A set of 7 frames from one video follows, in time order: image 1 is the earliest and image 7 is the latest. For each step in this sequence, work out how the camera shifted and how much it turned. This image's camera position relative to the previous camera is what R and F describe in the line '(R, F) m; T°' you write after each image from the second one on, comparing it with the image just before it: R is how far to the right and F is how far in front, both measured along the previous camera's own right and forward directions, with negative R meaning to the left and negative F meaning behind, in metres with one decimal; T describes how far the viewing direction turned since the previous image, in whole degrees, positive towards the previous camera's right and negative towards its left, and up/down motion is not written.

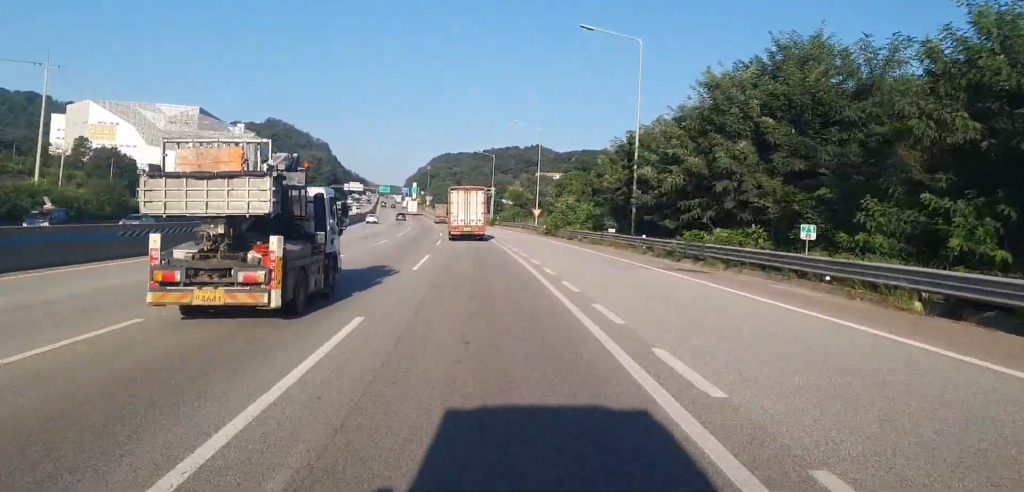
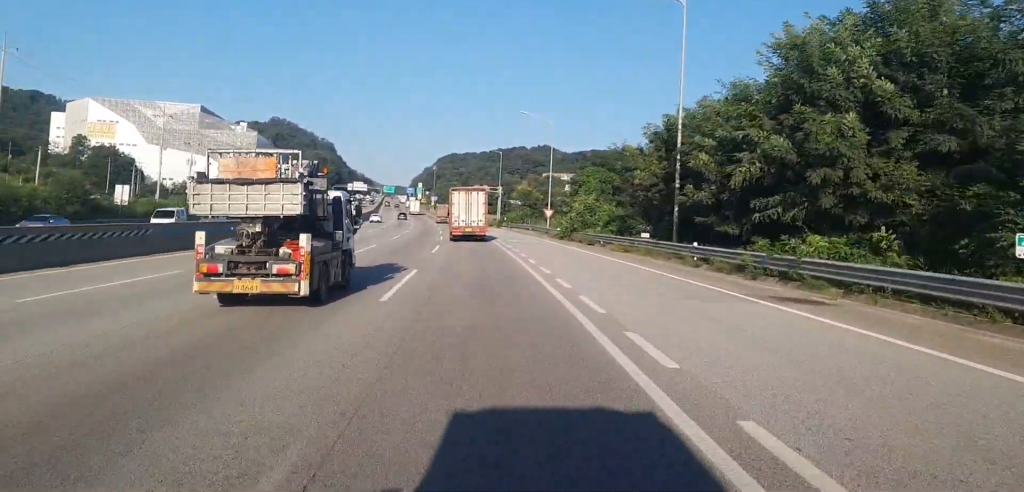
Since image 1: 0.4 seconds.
(0.0, +8.5) m; 0°
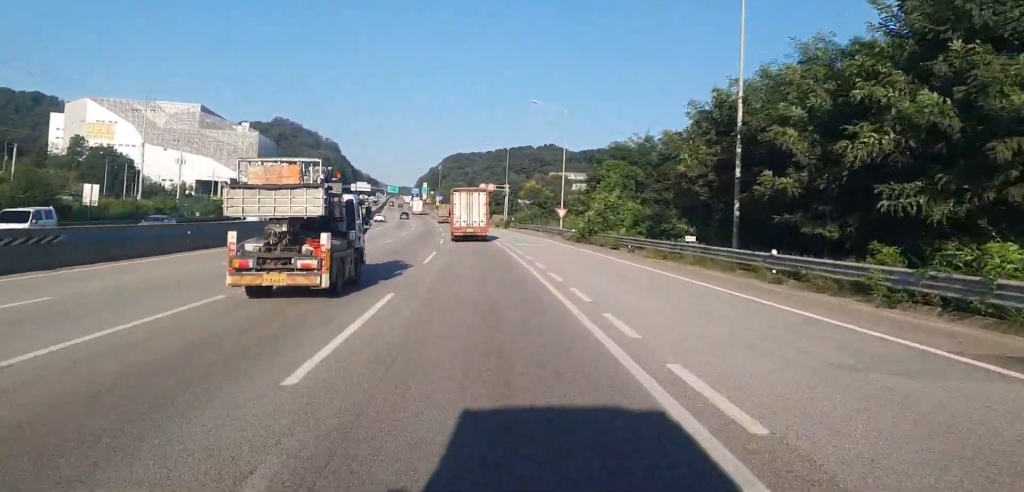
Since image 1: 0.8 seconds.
(0.0, +7.8) m; 0°
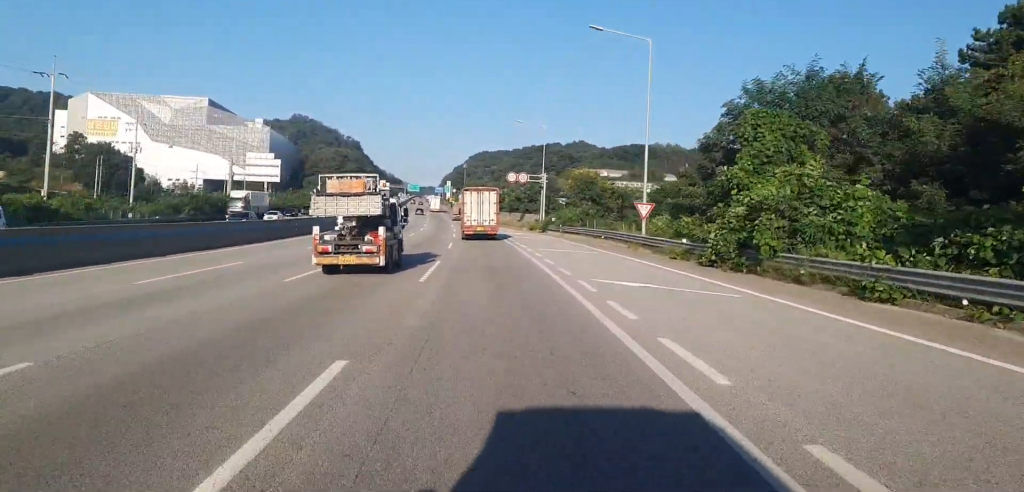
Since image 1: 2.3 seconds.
(-0.5, +28.2) m; -3°
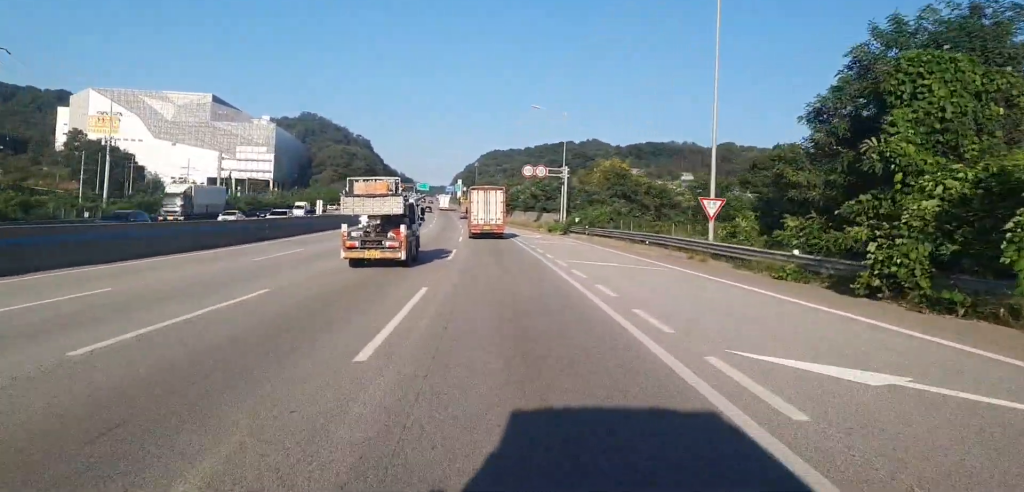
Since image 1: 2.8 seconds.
(-0.1, +11.2) m; -2°
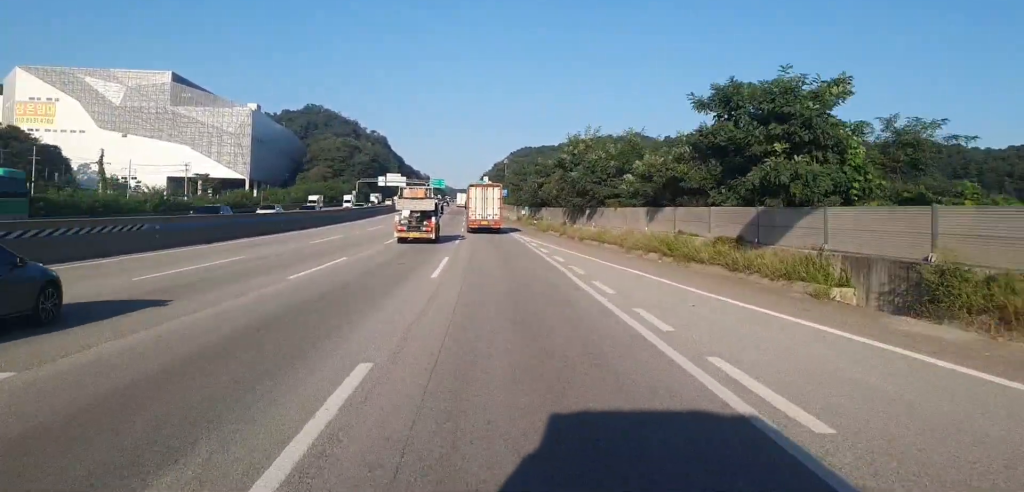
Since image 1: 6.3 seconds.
(-0.1, +69.5) m; 0°
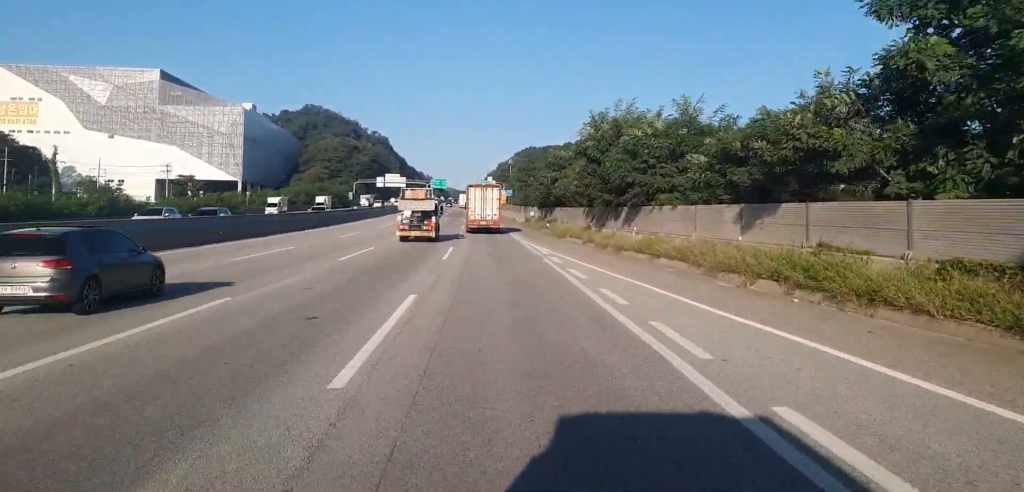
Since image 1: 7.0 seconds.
(+0.1, +12.7) m; 0°
